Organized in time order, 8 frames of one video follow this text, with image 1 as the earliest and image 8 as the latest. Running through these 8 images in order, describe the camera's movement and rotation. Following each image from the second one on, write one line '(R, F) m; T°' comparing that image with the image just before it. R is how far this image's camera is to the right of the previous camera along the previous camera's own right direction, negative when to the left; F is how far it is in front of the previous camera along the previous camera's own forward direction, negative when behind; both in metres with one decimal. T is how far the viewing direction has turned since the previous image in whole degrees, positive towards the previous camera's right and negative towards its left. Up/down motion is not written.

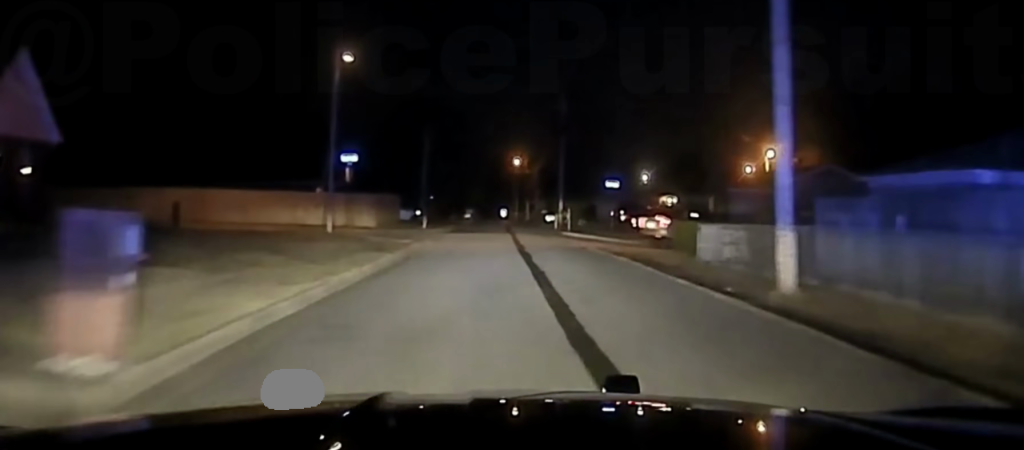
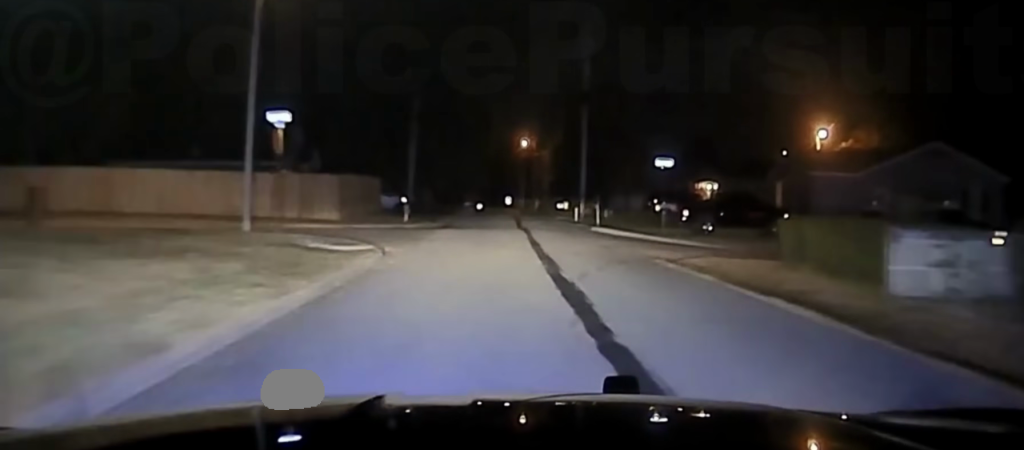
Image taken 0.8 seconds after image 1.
(0.0, +14.1) m; +2°
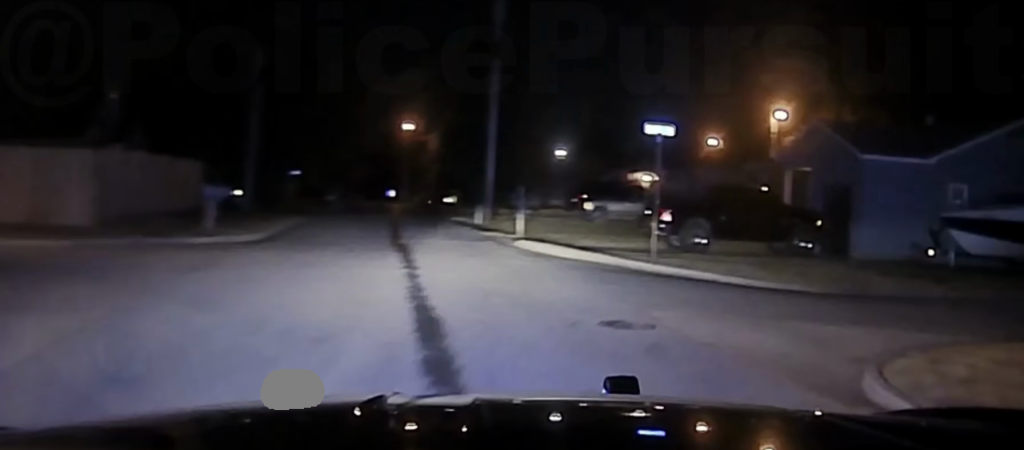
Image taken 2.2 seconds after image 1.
(+2.0, +17.5) m; +26°
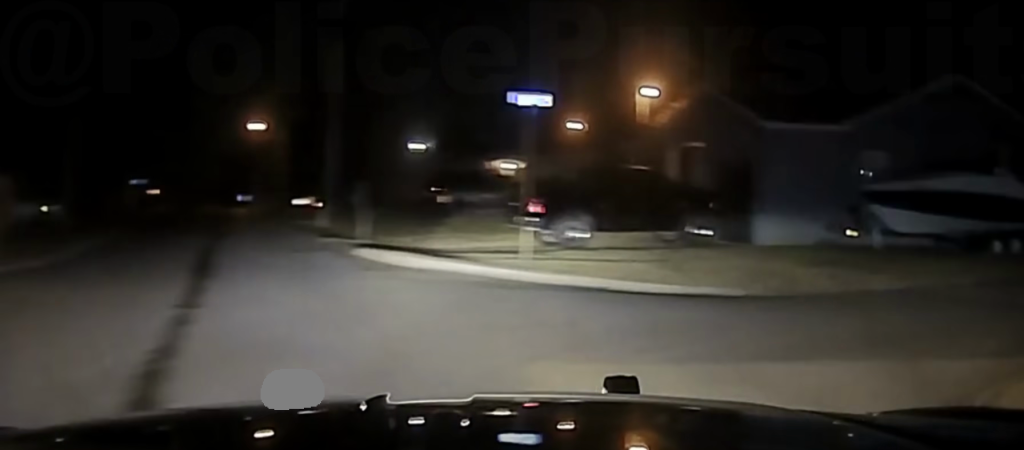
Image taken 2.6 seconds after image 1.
(+0.2, +4.9) m; +16°
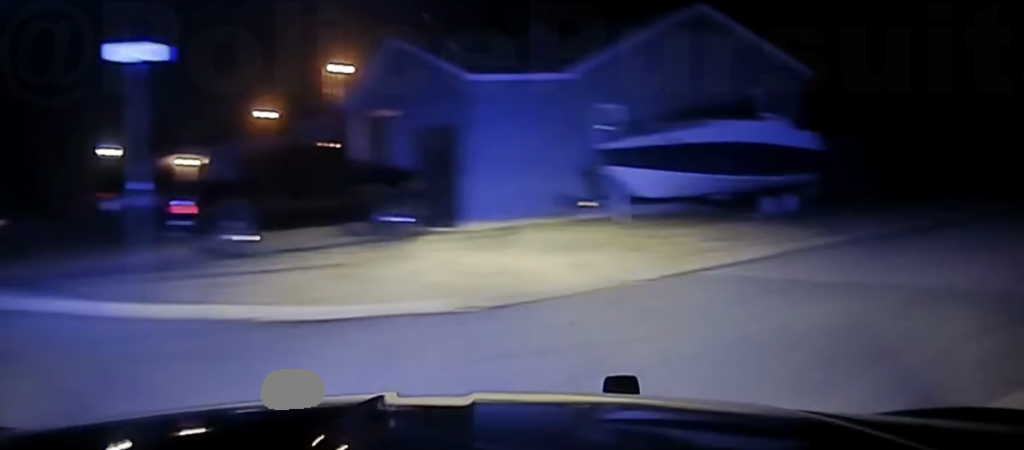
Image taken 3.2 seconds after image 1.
(+1.4, +5.0) m; +18°
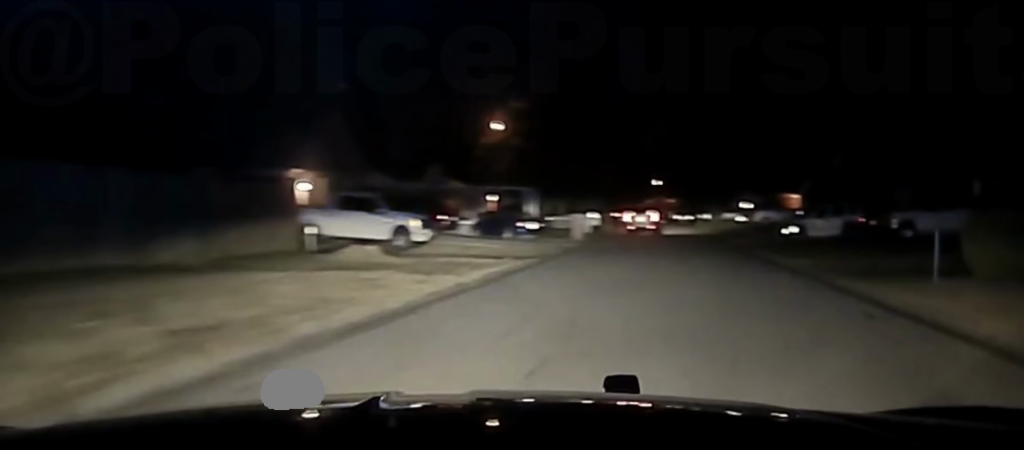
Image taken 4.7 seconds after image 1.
(+5.5, +15.4) m; +25°
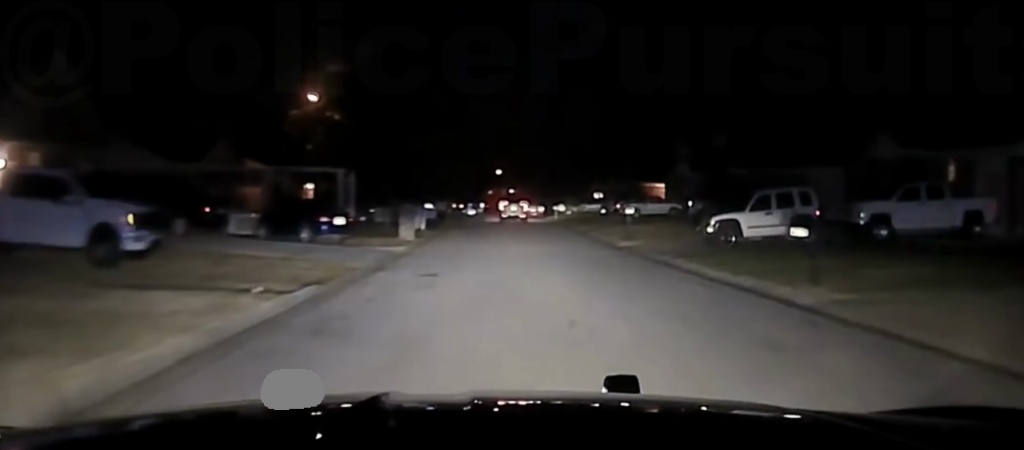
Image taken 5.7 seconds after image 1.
(+0.1, +15.4) m; +3°
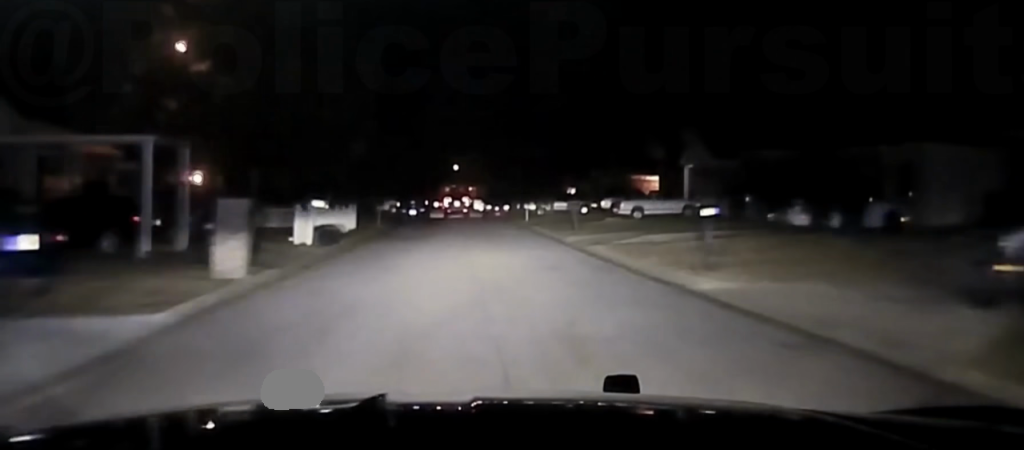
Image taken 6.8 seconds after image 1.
(+1.0, +21.7) m; +1°
